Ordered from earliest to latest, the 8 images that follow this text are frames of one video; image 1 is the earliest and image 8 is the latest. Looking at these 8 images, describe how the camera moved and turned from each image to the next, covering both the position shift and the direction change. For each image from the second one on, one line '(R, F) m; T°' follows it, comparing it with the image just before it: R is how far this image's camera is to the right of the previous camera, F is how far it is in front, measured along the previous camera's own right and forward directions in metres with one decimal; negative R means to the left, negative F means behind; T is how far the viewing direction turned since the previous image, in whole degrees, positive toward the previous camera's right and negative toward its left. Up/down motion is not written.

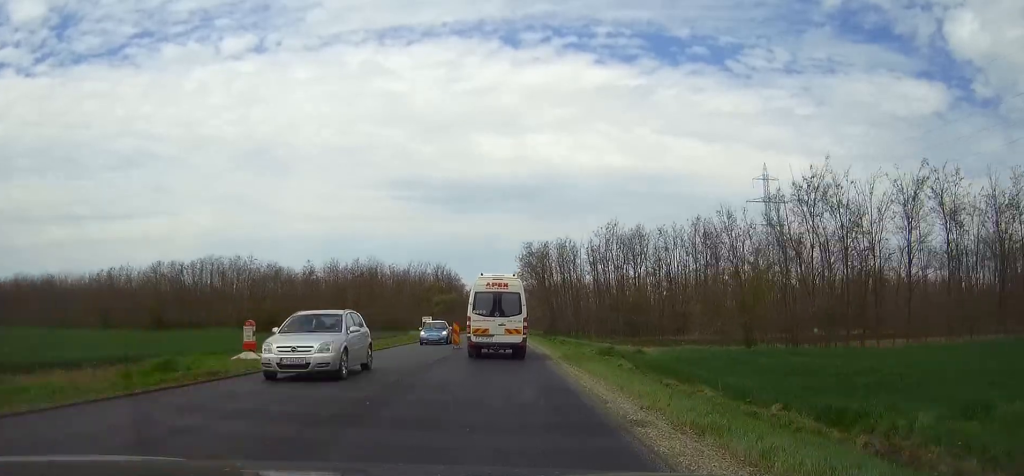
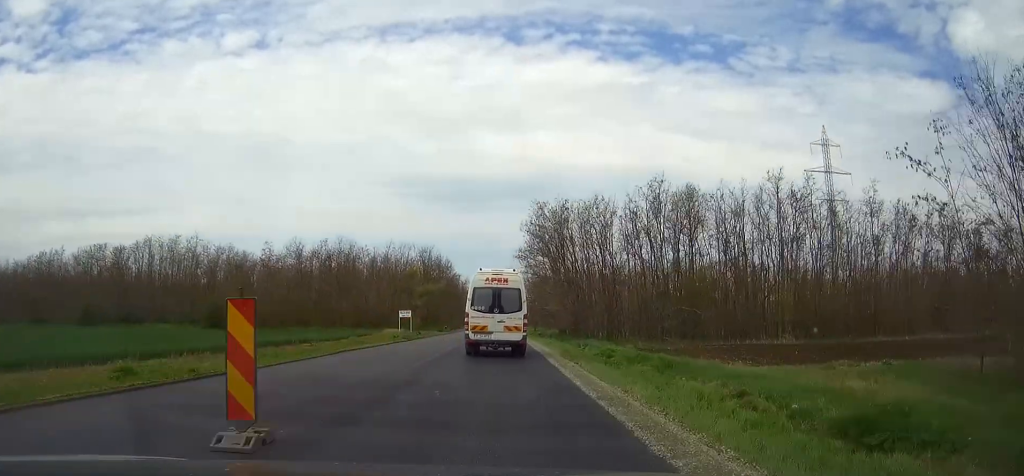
(0.0, +27.1) m; 0°
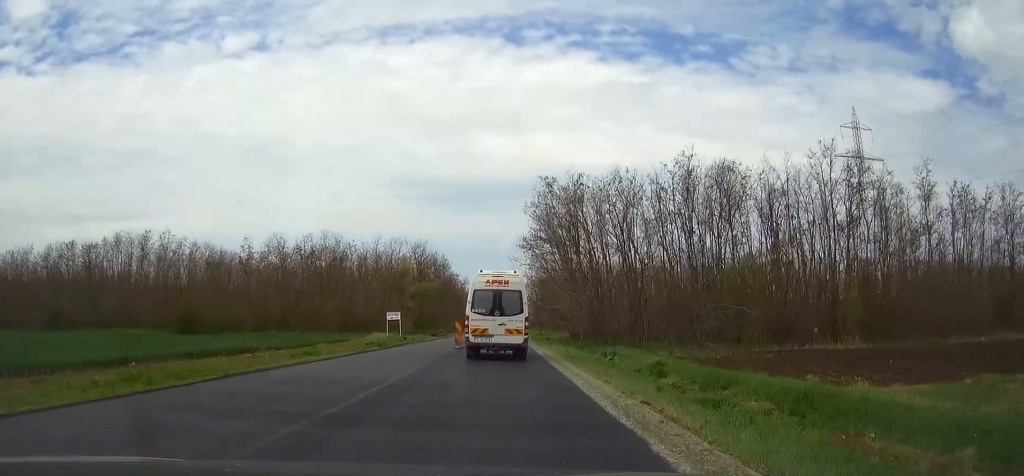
(0.0, +10.8) m; 0°
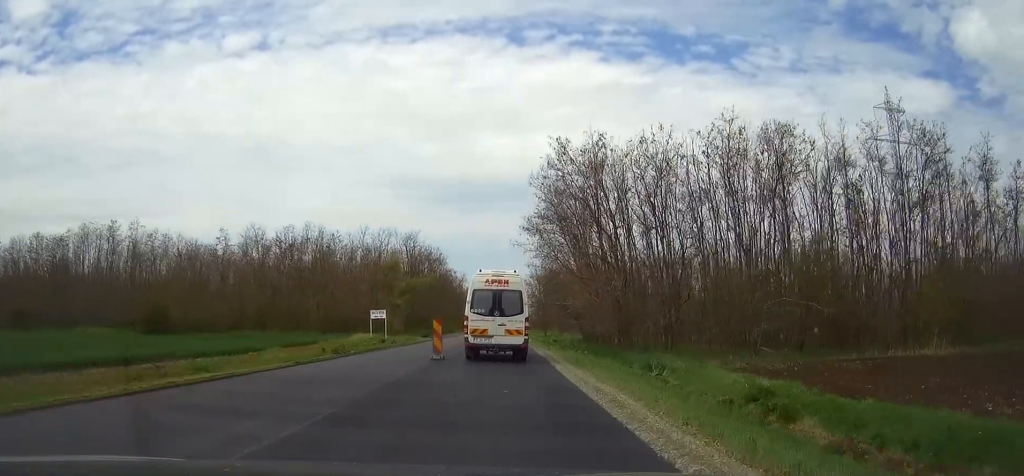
(0.0, +10.3) m; 0°
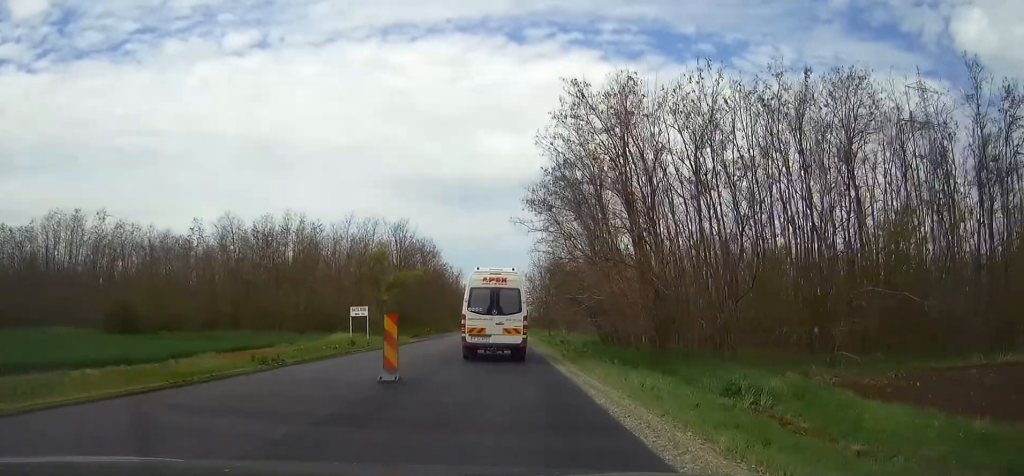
(0.0, +9.1) m; 0°
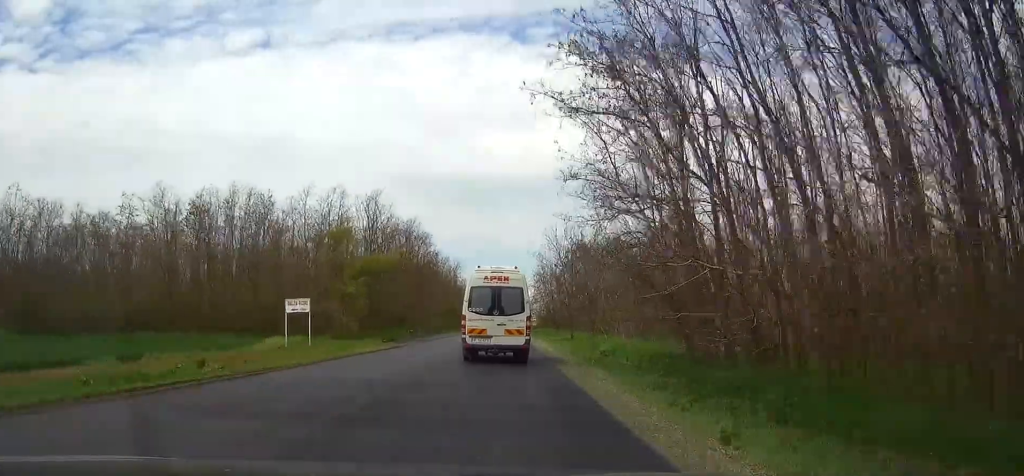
(0.0, +20.0) m; 0°
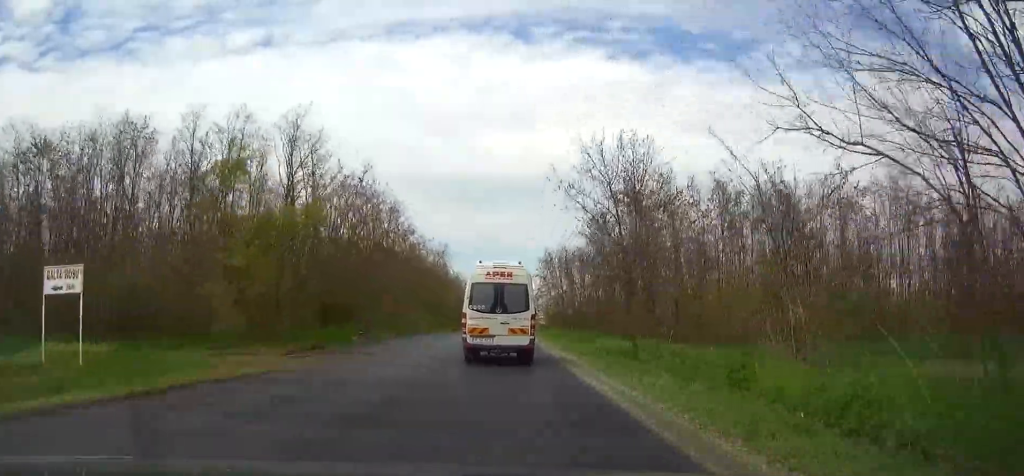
(0.0, +24.9) m; 0°
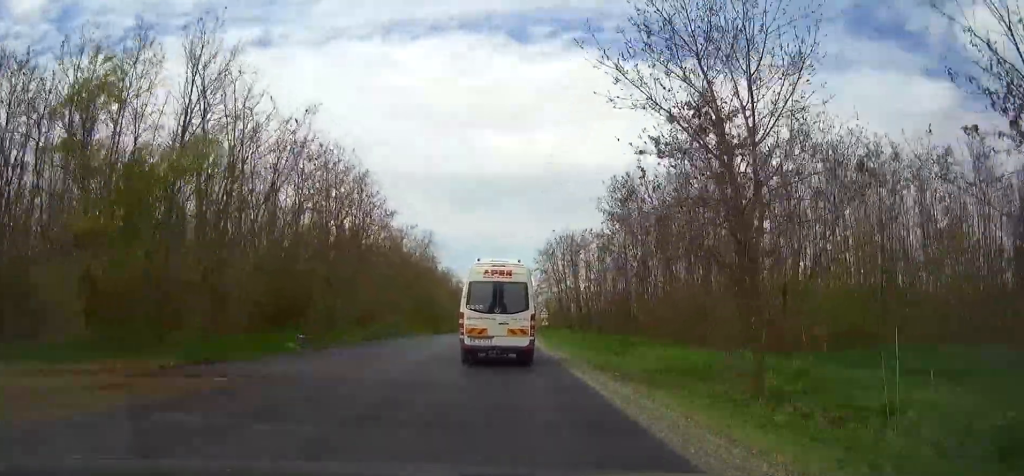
(0.0, +13.3) m; 0°
